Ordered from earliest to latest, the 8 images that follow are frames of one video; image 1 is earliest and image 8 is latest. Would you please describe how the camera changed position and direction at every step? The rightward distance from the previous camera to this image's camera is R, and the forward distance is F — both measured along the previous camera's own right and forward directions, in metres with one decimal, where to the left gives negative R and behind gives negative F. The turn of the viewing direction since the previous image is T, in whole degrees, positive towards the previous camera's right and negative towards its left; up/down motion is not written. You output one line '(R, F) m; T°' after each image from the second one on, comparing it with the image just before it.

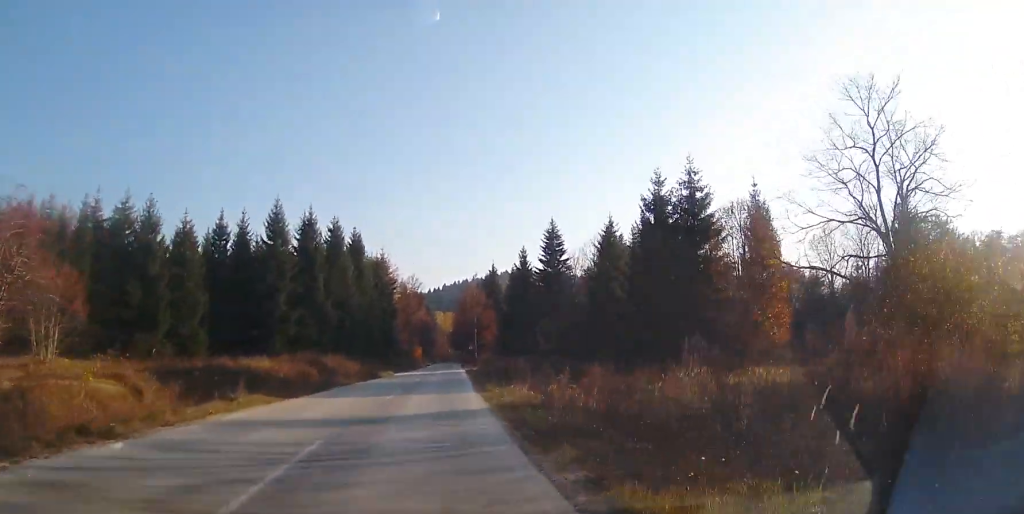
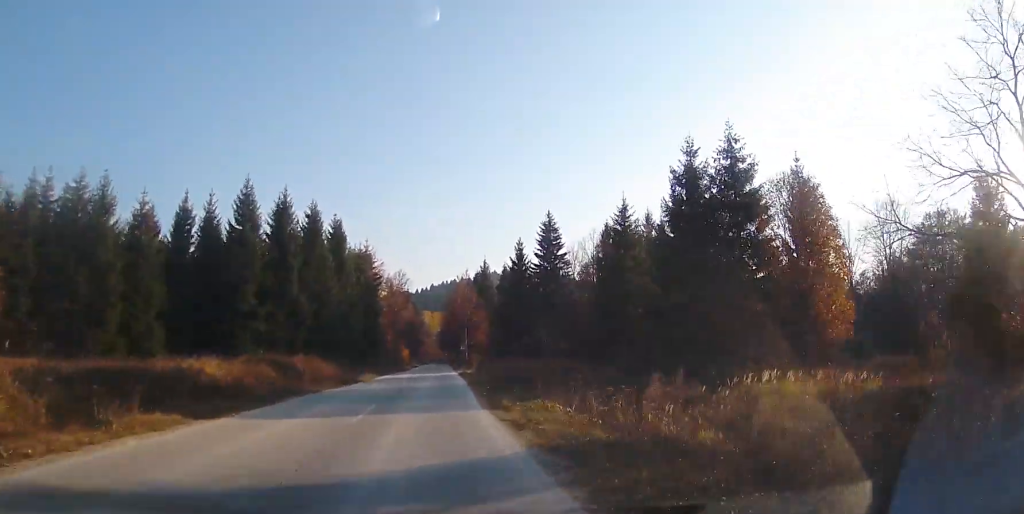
(+0.1, +7.3) m; 0°
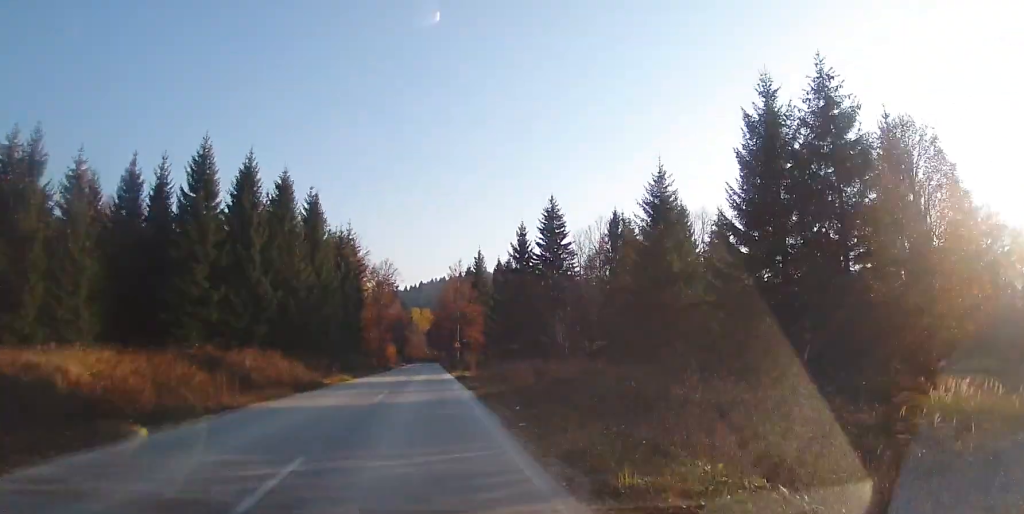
(0.0, +10.0) m; +1°
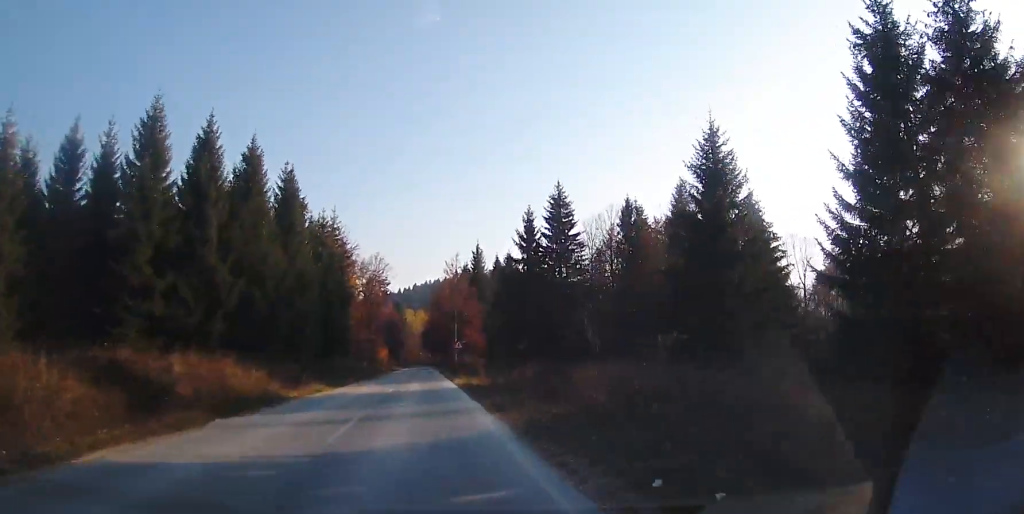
(0.0, +8.8) m; +1°
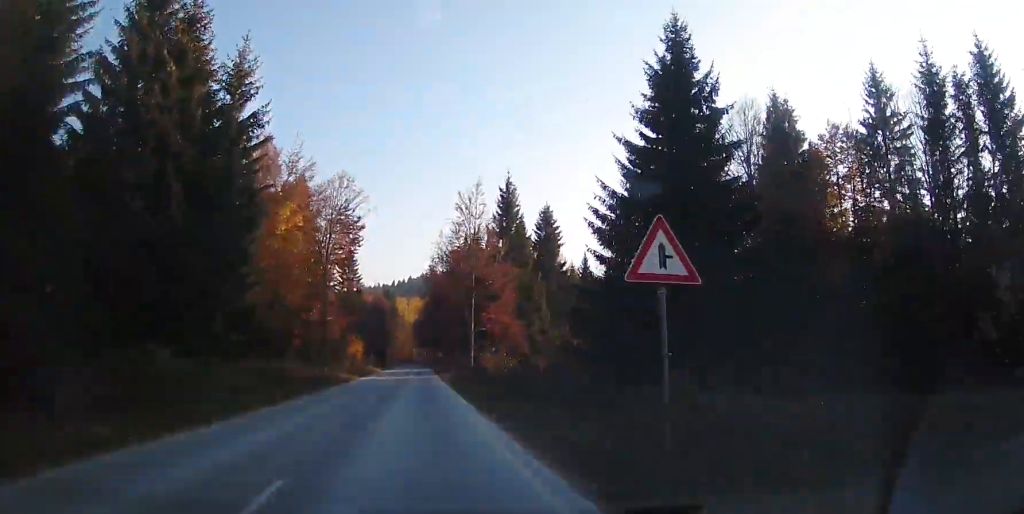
(+0.8, +38.7) m; +1°
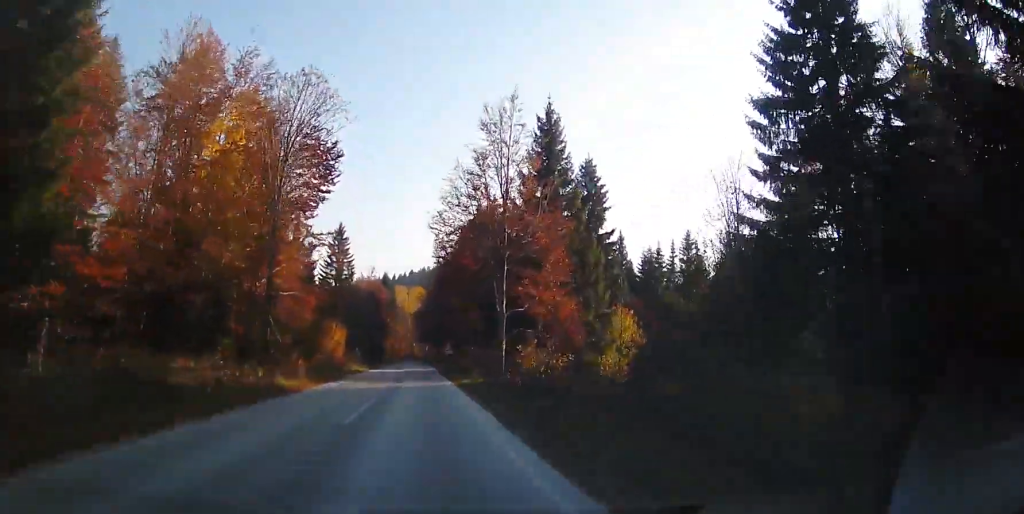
(0.0, +19.3) m; 0°
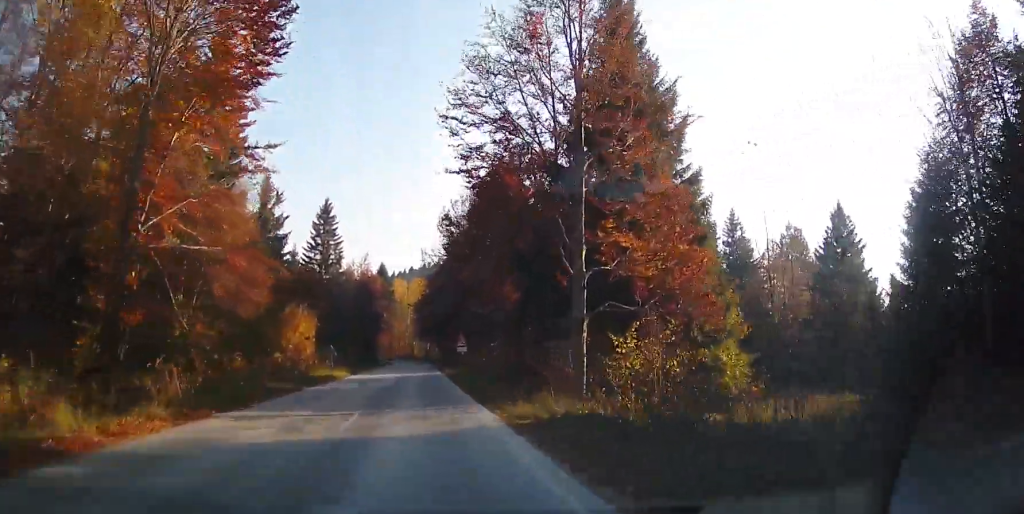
(0.0, +16.8) m; 0°
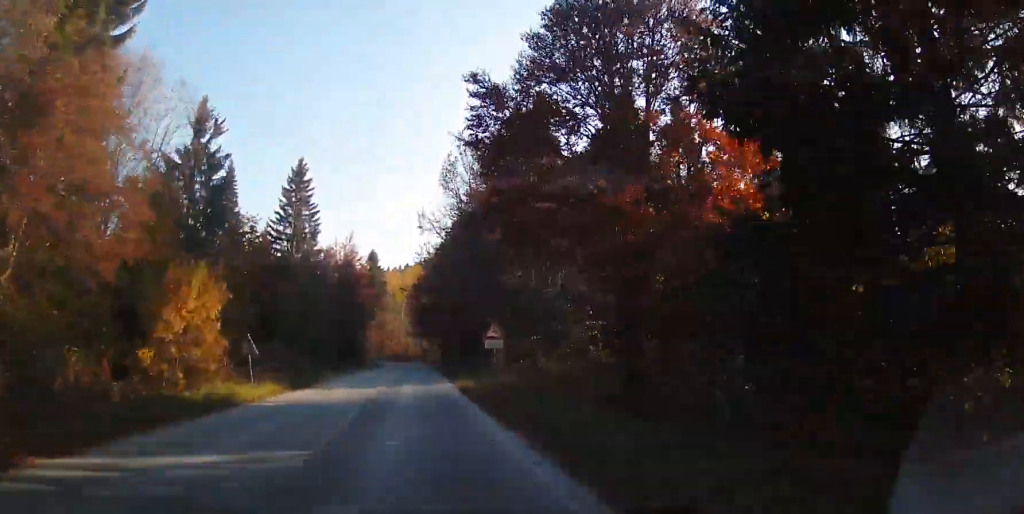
(0.0, +18.9) m; 0°
